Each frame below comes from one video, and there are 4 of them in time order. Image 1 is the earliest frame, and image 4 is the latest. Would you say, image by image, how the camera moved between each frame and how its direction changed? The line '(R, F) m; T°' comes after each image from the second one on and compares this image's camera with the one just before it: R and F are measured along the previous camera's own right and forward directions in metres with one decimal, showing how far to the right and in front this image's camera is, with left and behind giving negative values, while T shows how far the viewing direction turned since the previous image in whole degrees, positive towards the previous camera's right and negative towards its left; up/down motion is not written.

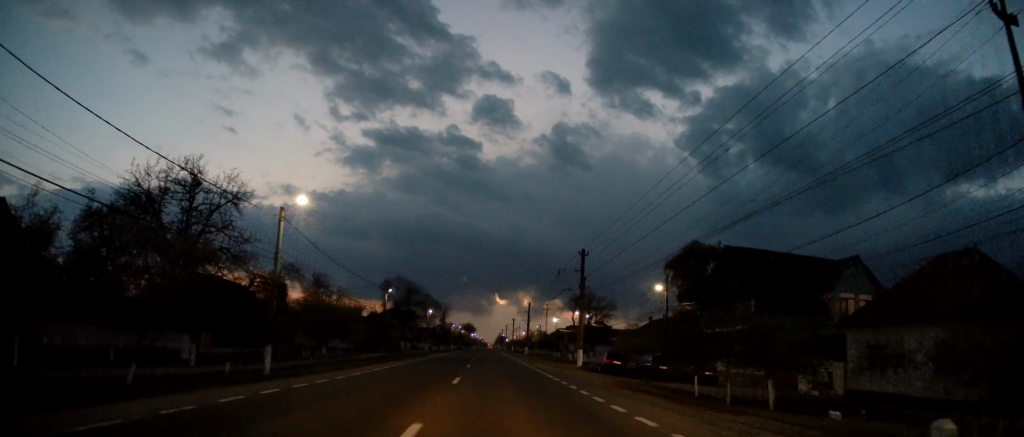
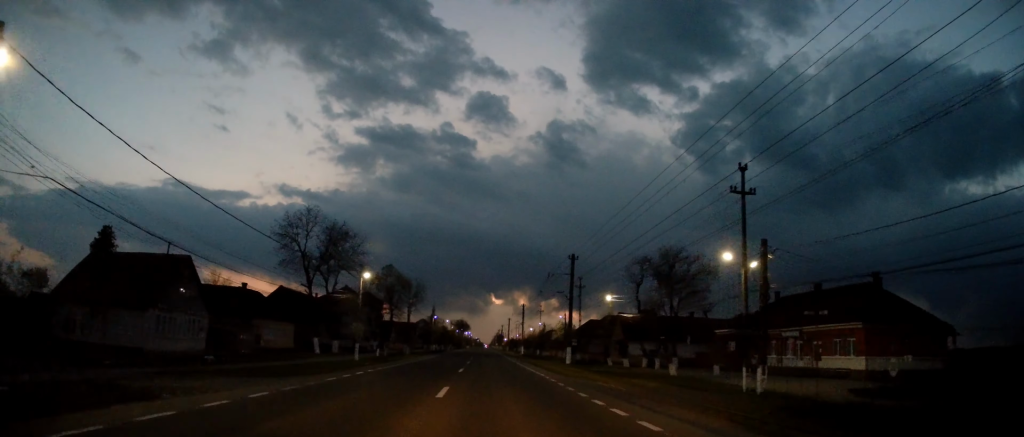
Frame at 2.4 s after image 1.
(+0.2, +50.2) m; 0°
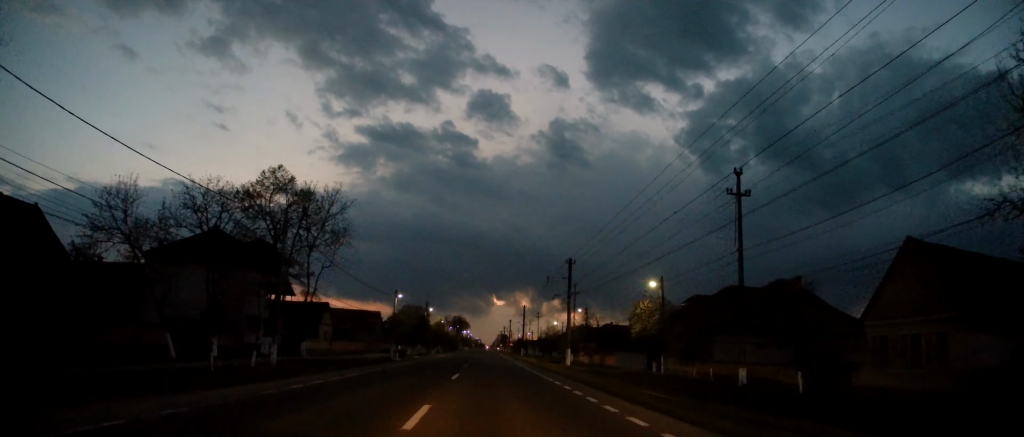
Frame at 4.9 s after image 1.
(-0.1, +51.6) m; 0°
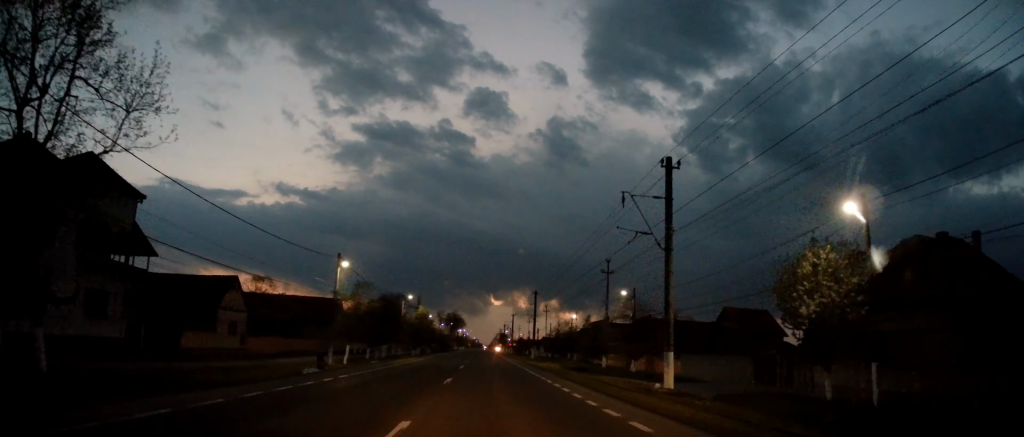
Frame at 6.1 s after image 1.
(-0.1, +25.8) m; 0°
